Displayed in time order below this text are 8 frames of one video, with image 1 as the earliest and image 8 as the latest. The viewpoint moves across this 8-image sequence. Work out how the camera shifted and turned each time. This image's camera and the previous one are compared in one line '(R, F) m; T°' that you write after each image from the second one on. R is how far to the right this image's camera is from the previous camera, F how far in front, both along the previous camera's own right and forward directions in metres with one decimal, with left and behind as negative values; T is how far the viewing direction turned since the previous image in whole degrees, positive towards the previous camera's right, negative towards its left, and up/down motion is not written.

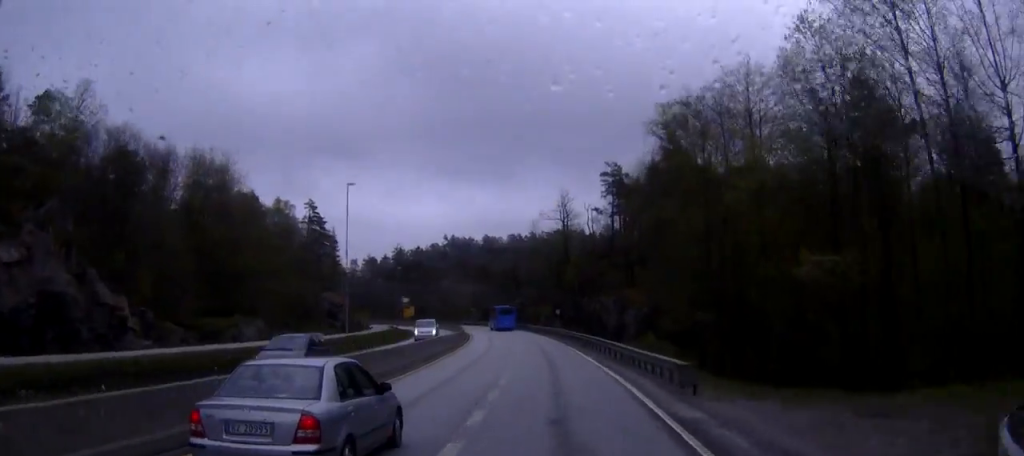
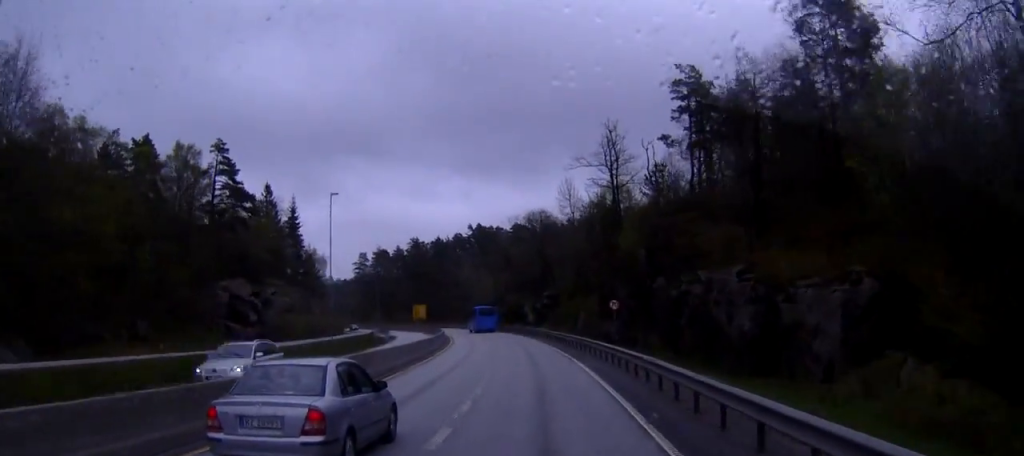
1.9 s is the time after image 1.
(+0.2, +41.9) m; -1°
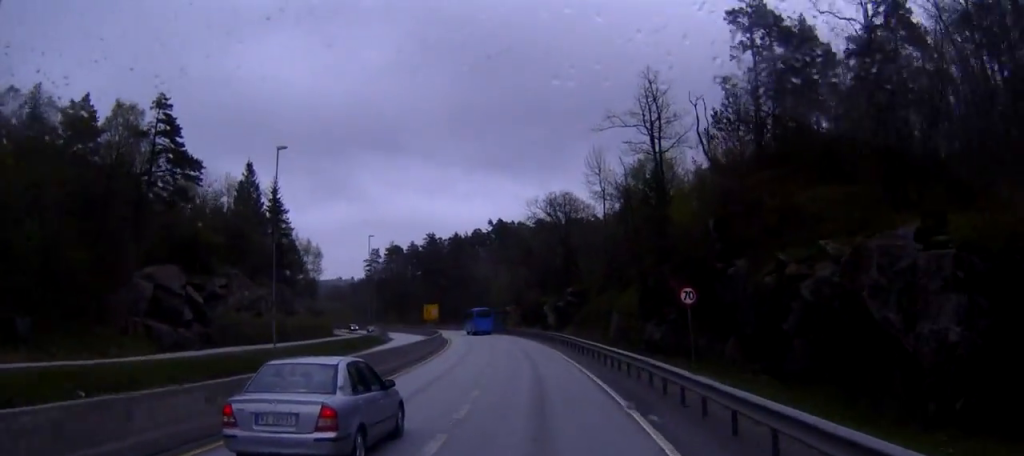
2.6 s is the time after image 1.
(-0.1, +16.5) m; -2°
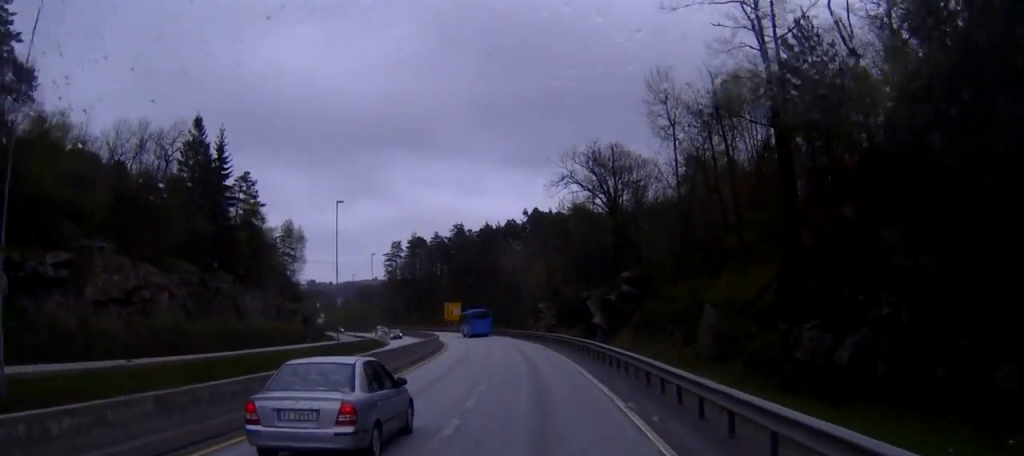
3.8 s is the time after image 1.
(-0.7, +25.9) m; -4°
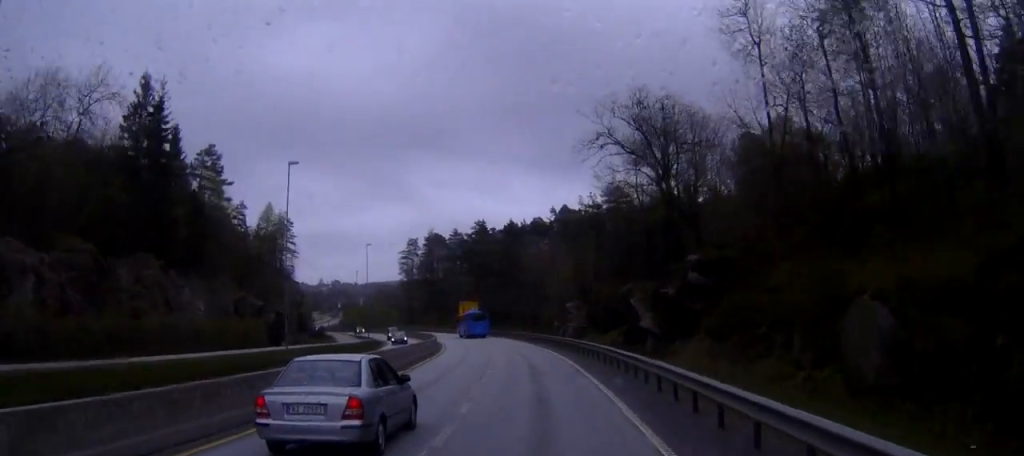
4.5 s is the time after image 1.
(-0.5, +17.0) m; -2°
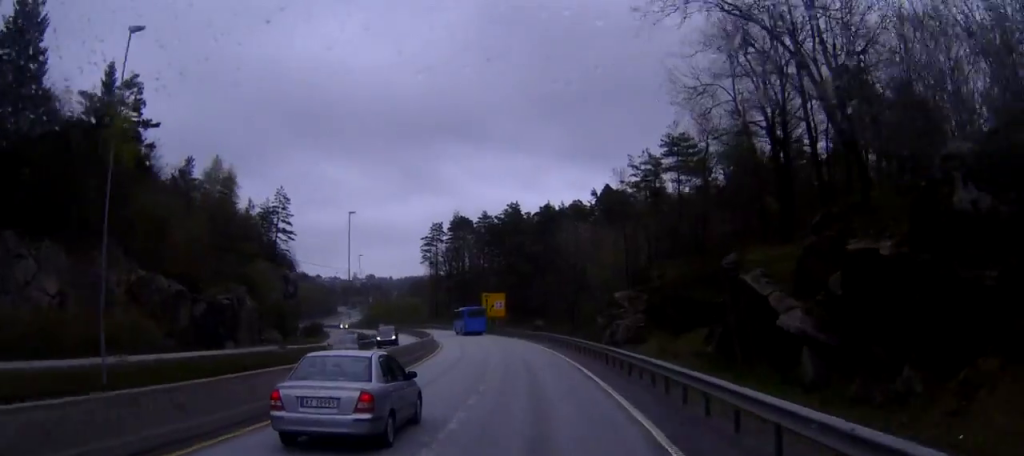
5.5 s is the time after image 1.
(-0.2, +22.1) m; -2°
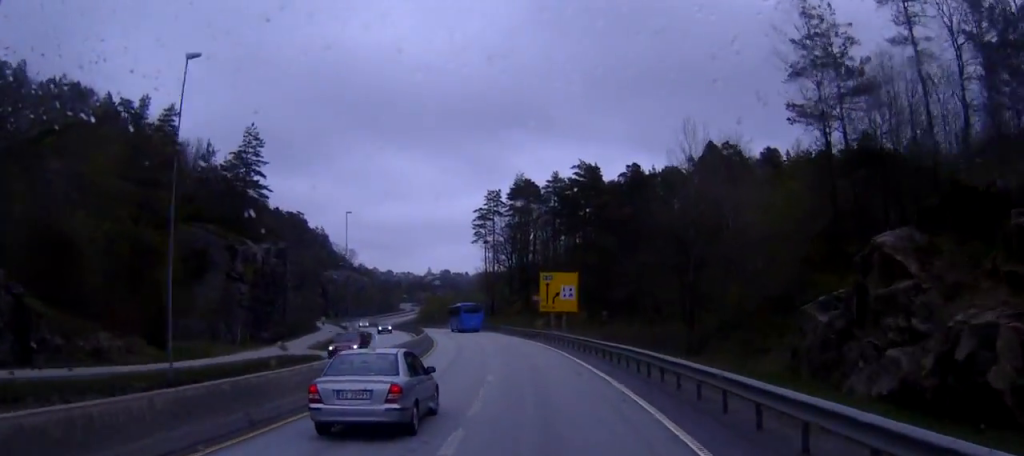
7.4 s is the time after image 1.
(-2.6, +41.7) m; -8°
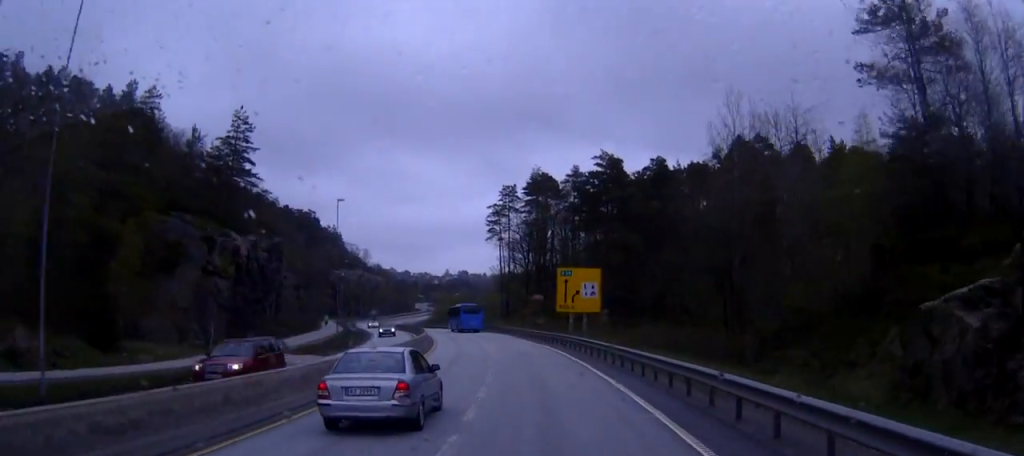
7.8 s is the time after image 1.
(-0.1, +8.7) m; -2°
